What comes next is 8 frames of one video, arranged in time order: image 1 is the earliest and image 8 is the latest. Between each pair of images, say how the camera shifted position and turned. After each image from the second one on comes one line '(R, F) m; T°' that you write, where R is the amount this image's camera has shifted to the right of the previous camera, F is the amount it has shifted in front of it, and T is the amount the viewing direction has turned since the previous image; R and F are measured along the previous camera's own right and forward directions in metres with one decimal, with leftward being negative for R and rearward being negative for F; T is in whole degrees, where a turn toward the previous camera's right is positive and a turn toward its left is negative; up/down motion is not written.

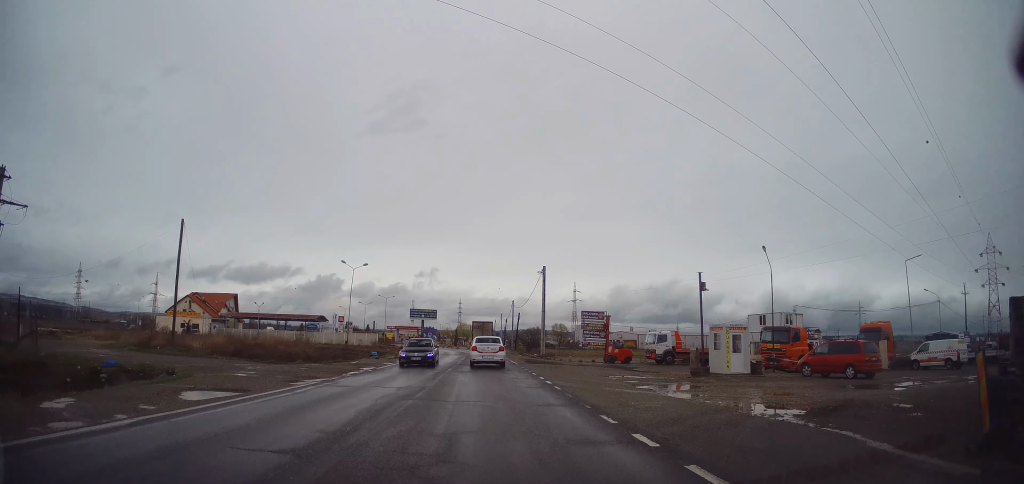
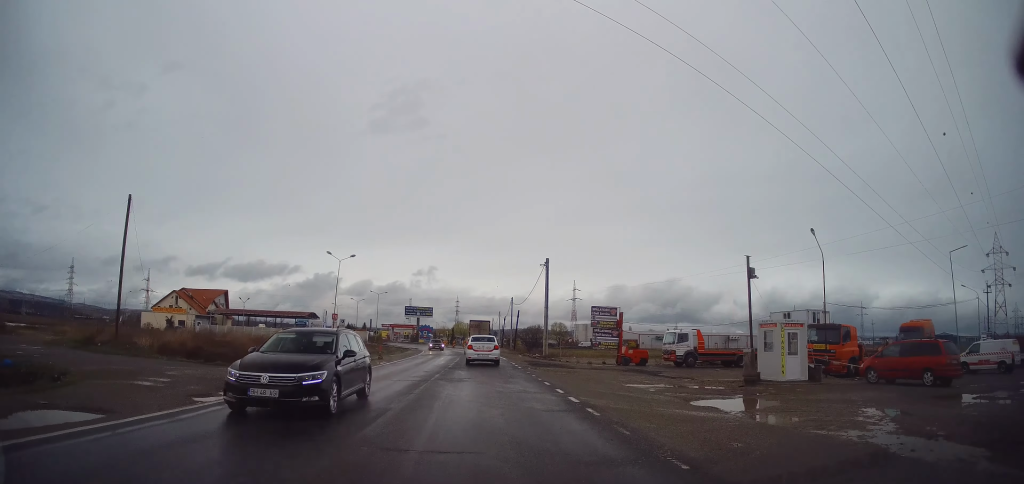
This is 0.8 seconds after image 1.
(-0.1, +5.5) m; 0°
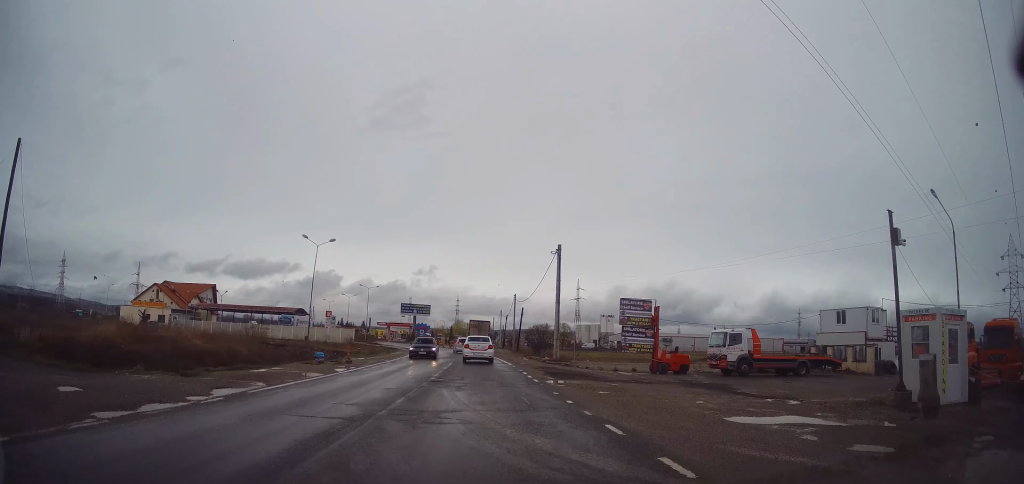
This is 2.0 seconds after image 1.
(+0.2, +8.2) m; 0°
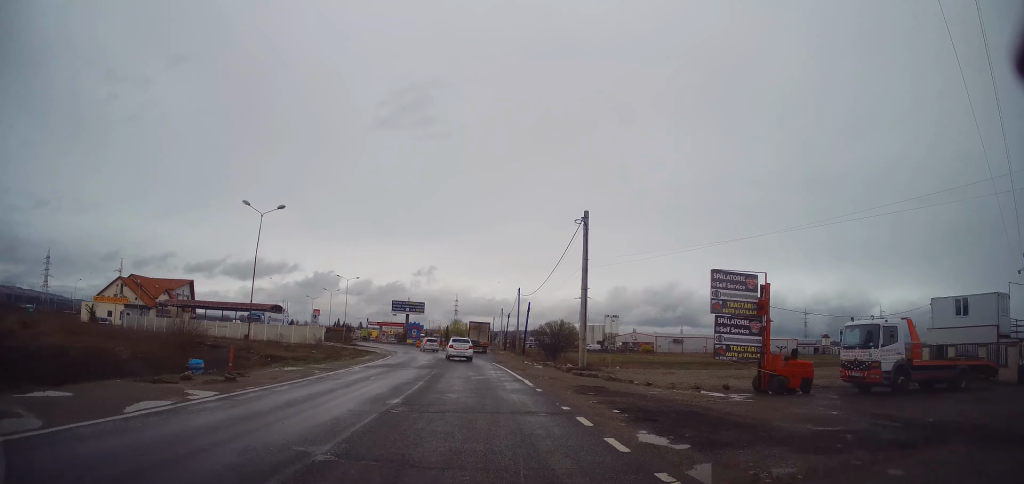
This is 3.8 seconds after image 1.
(+0.2, +12.8) m; +2°
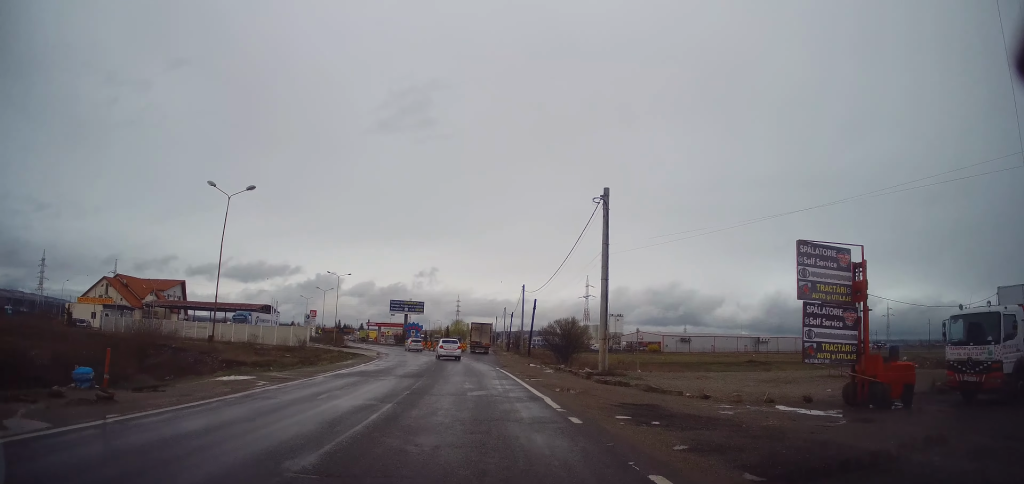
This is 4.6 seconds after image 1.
(0.0, +5.6) m; -3°
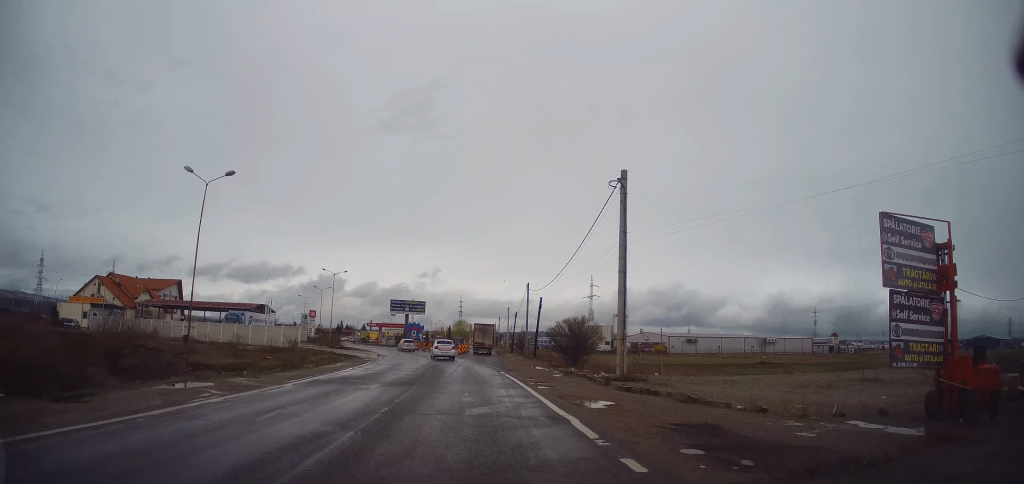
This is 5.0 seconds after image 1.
(-0.2, +3.4) m; 0°
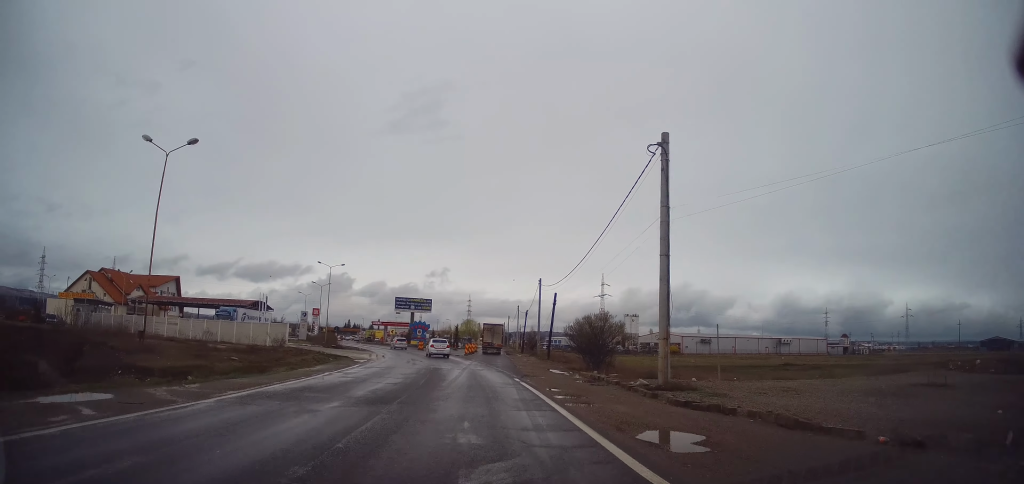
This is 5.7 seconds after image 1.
(-0.2, +5.0) m; 0°
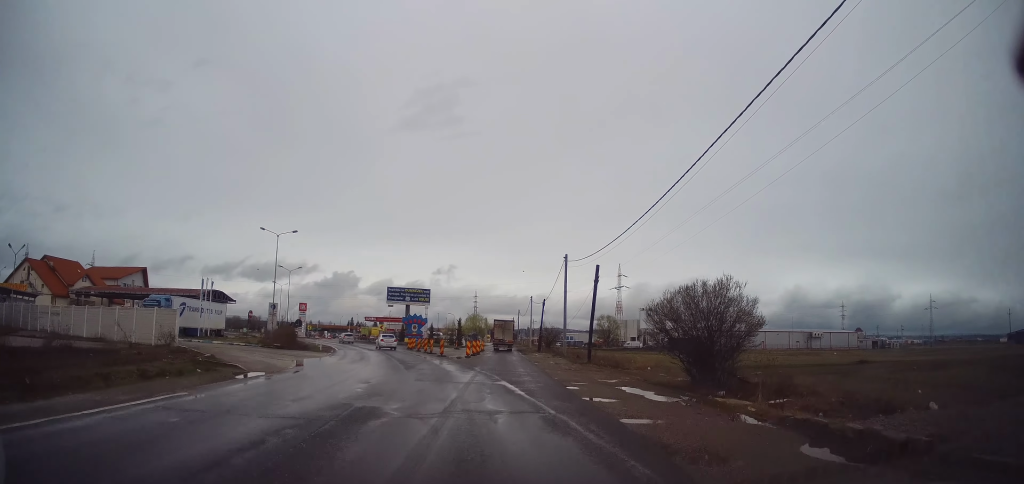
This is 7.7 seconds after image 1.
(0.0, +17.1) m; 0°
